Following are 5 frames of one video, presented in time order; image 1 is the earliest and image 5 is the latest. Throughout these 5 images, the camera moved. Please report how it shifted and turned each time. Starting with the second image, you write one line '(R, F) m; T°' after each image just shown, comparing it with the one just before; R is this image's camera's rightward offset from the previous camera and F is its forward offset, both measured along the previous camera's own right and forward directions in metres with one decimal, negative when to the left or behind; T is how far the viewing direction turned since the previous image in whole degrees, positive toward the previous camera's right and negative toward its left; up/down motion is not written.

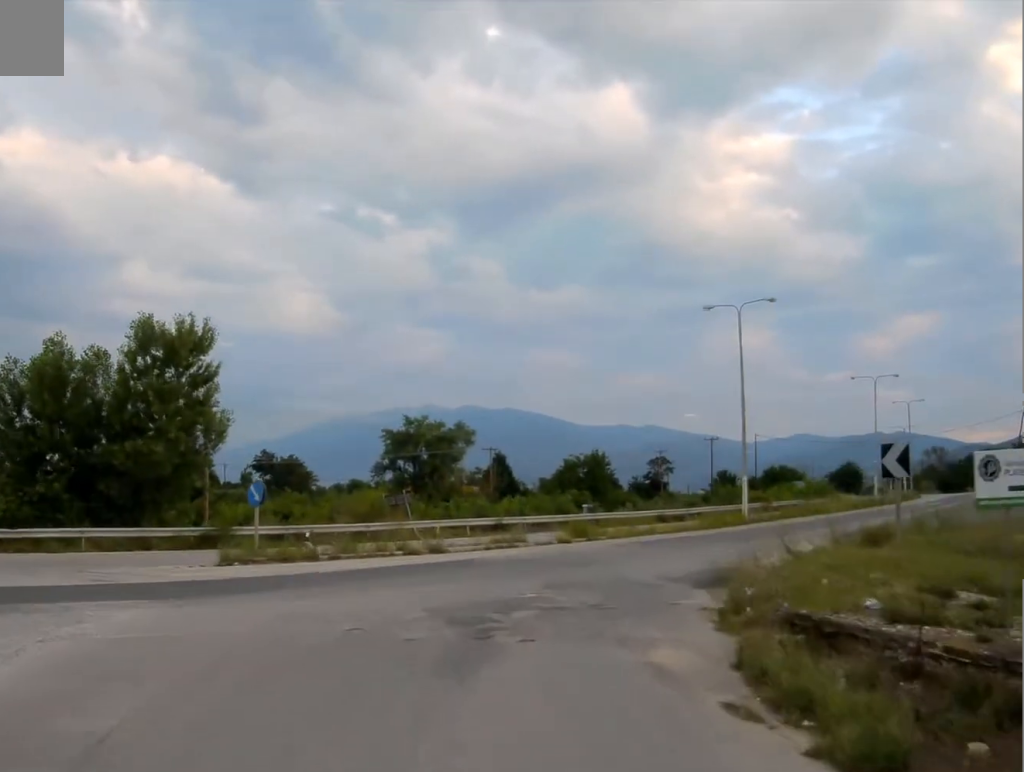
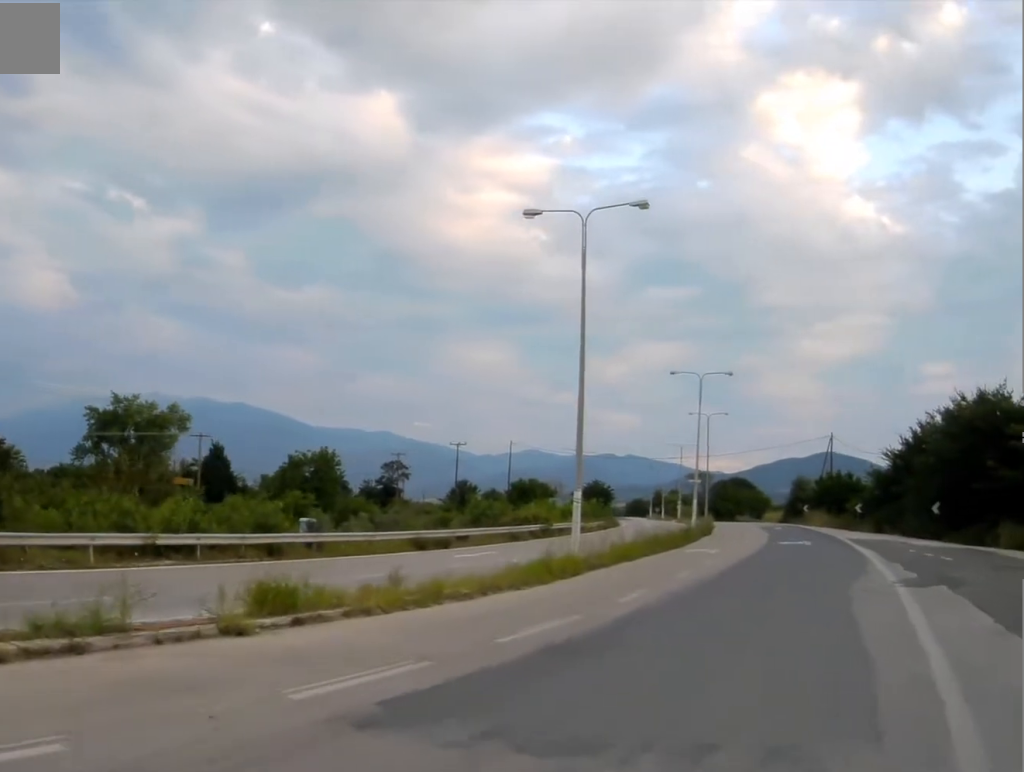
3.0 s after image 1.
(+1.6, +18.9) m; +16°
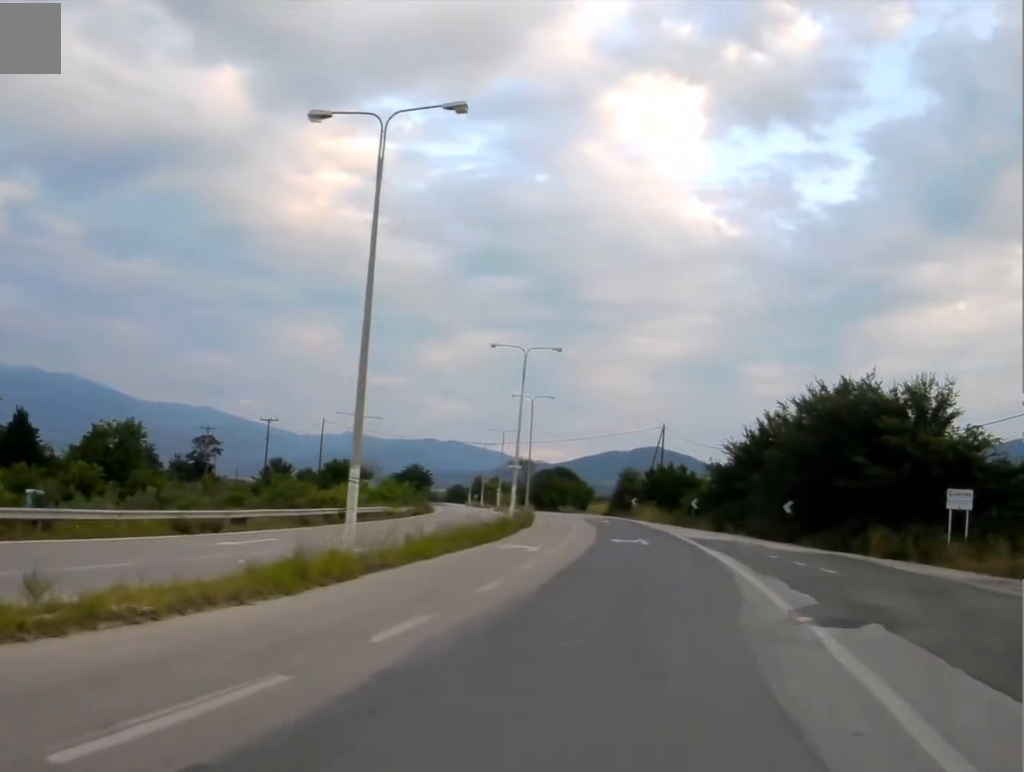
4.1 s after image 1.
(+0.5, +5.7) m; +7°
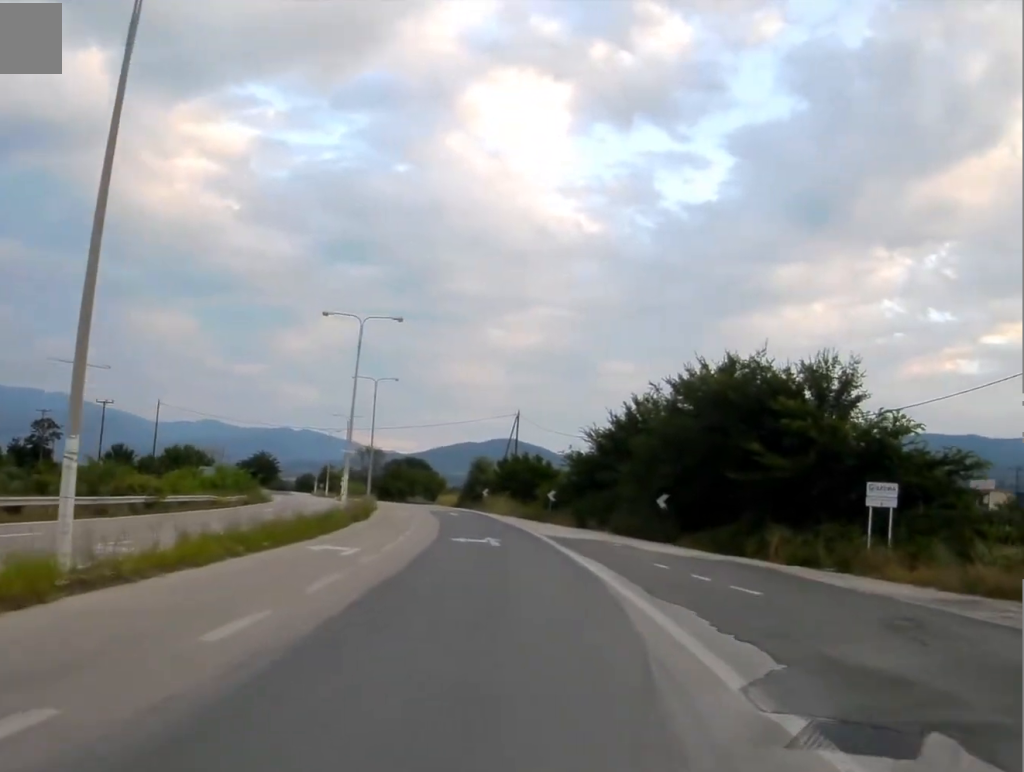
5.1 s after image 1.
(+0.1, +6.8) m; +8°
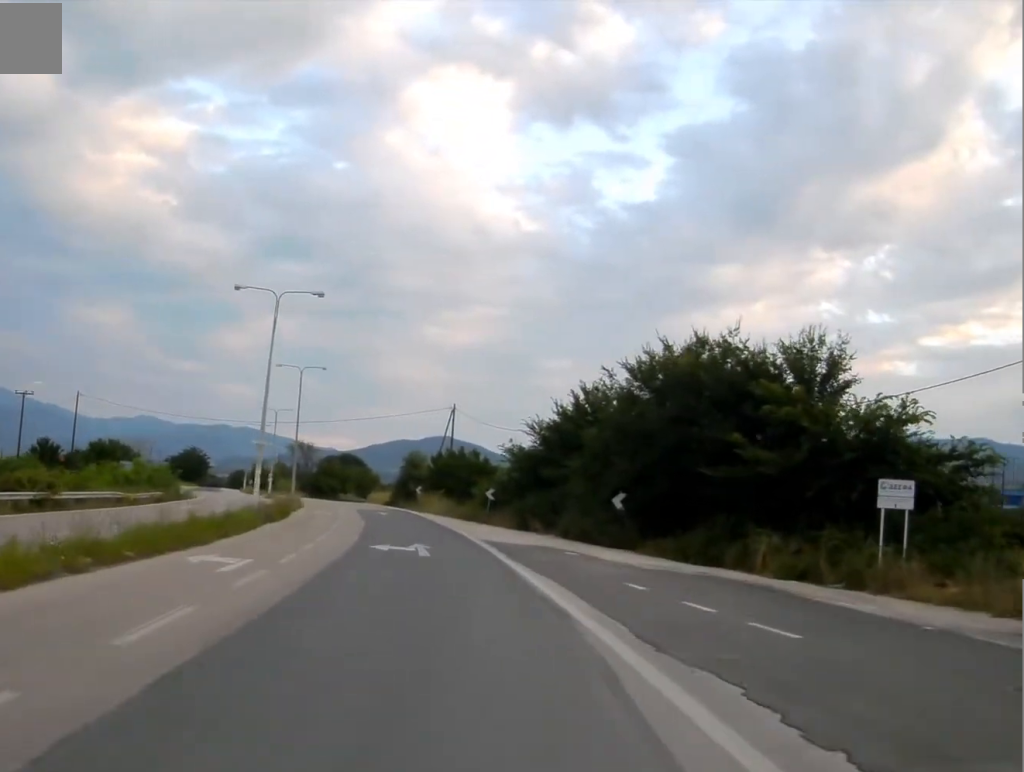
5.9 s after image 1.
(+0.6, +7.6) m; +5°
